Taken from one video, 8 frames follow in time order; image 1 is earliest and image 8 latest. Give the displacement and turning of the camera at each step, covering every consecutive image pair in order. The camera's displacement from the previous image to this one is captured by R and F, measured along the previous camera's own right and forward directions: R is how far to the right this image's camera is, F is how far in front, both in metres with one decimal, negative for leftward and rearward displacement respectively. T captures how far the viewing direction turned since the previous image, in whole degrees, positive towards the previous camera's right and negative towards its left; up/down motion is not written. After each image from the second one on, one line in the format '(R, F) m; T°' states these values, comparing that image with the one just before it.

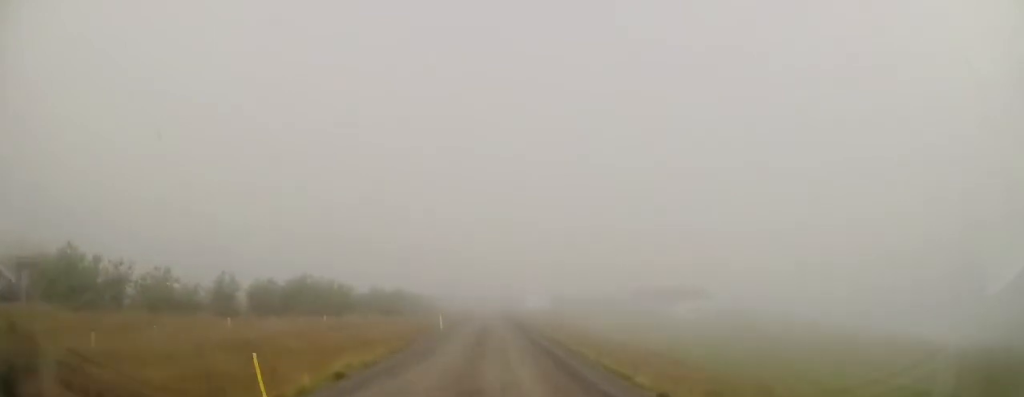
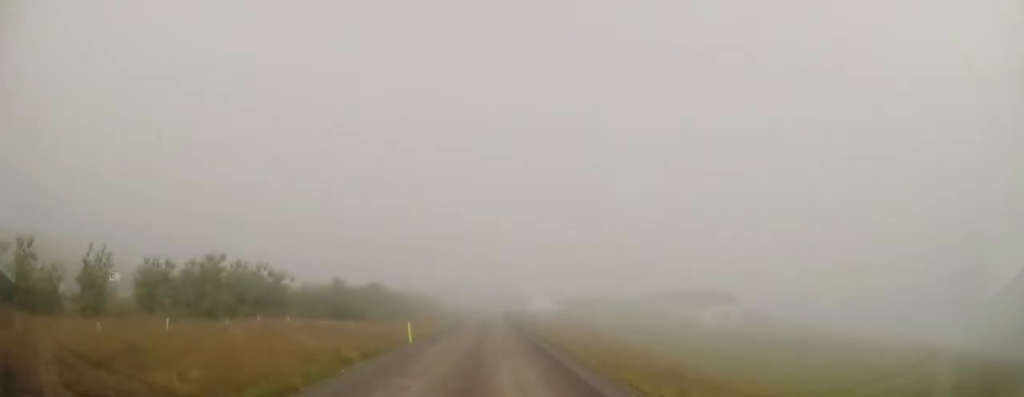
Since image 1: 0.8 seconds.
(-0.2, +10.5) m; +1°
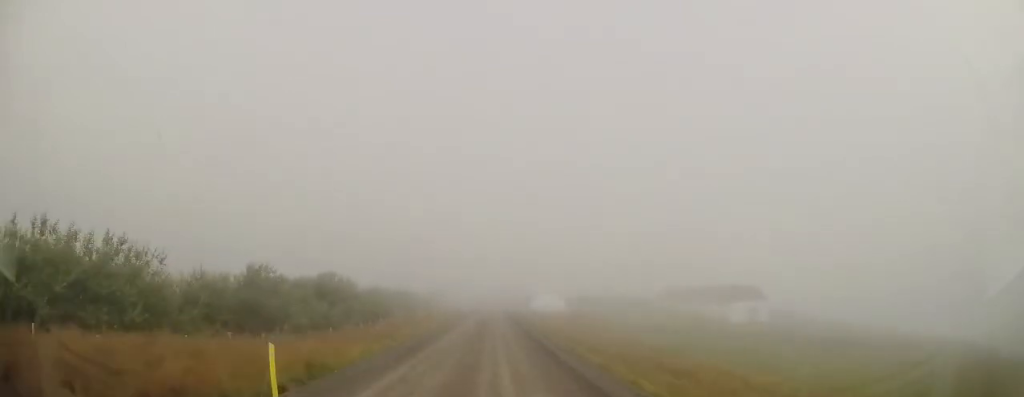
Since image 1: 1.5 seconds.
(+0.3, +10.5) m; +1°
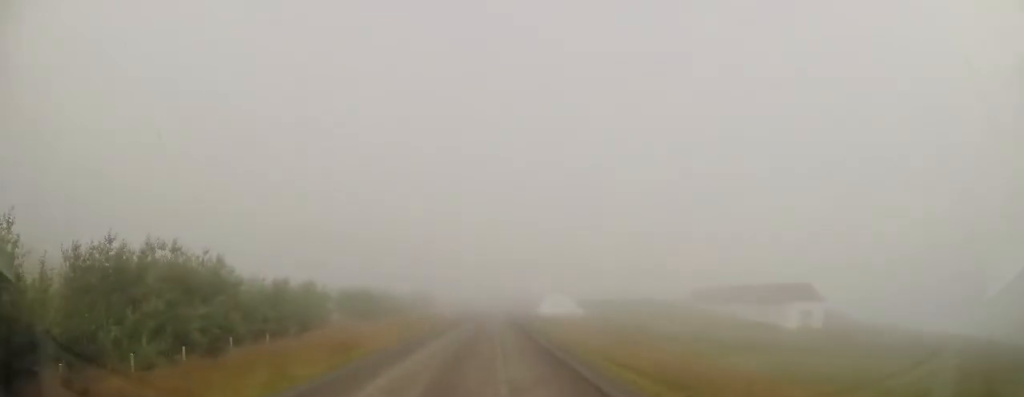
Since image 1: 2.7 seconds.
(0.0, +16.1) m; 0°
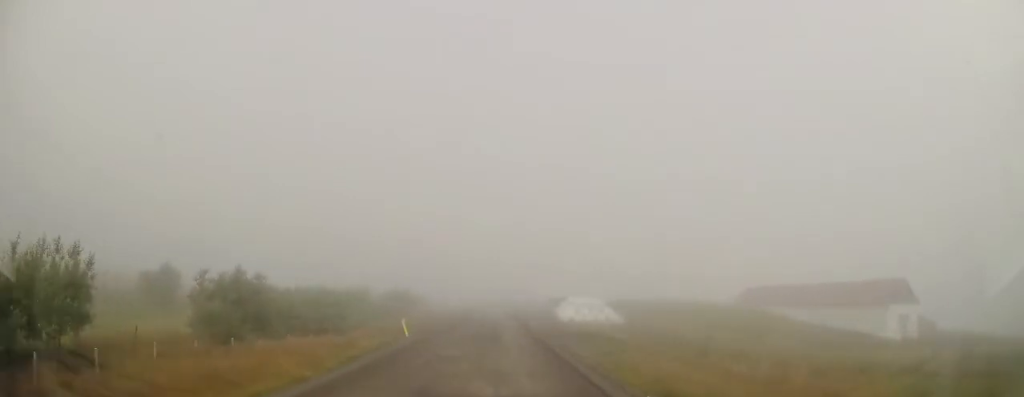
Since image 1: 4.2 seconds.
(+0.1, +20.3) m; 0°
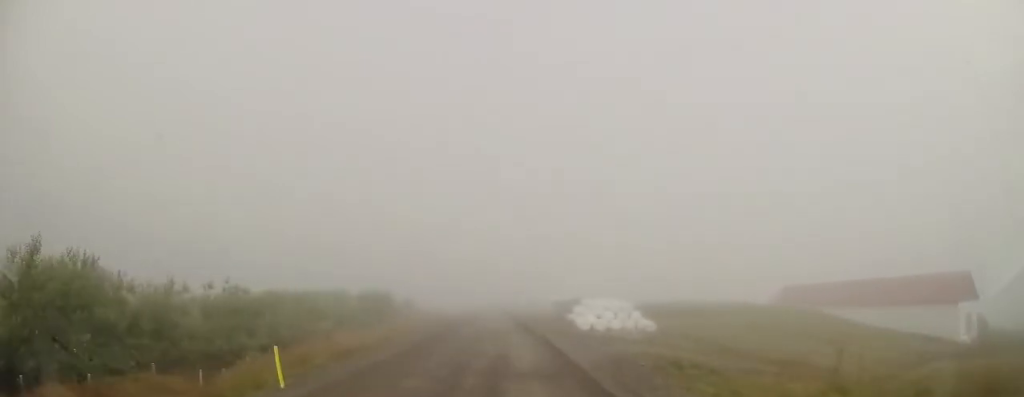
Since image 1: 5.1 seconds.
(-0.1, +11.4) m; 0°
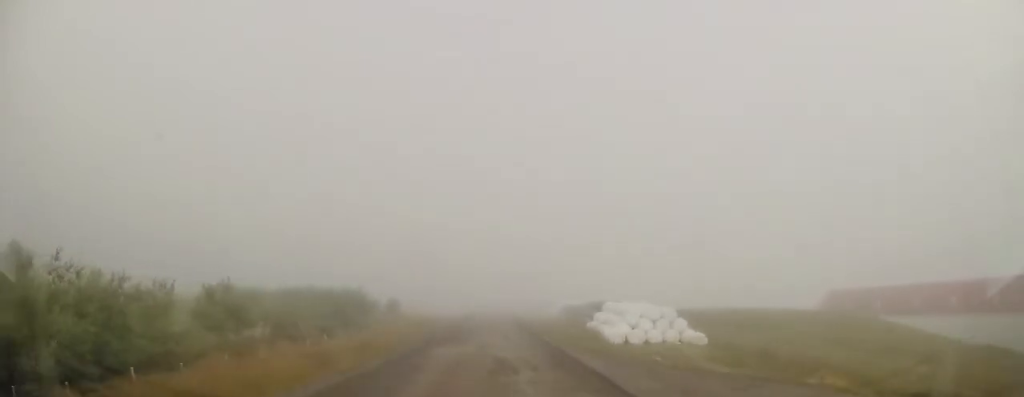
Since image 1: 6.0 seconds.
(+0.1, +10.6) m; 0°
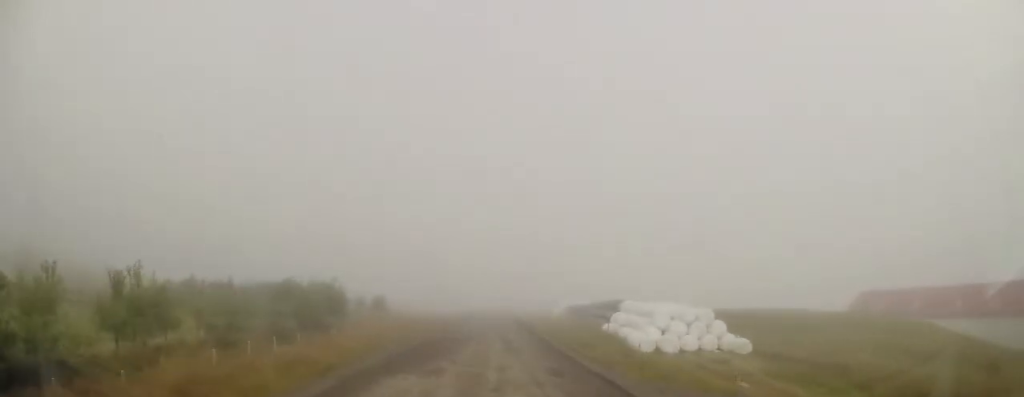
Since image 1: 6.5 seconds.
(-0.1, +6.3) m; 0°
